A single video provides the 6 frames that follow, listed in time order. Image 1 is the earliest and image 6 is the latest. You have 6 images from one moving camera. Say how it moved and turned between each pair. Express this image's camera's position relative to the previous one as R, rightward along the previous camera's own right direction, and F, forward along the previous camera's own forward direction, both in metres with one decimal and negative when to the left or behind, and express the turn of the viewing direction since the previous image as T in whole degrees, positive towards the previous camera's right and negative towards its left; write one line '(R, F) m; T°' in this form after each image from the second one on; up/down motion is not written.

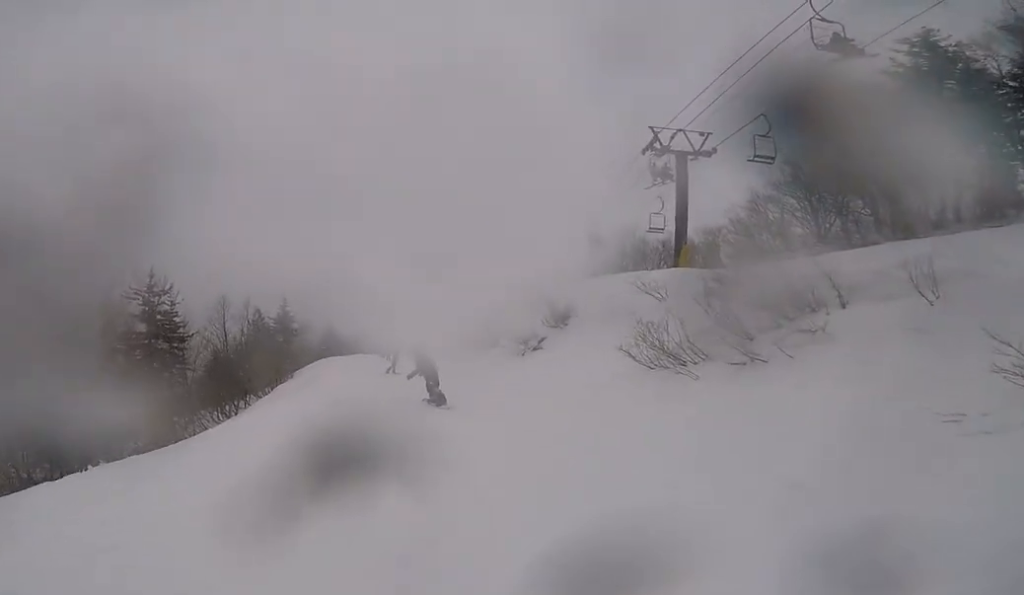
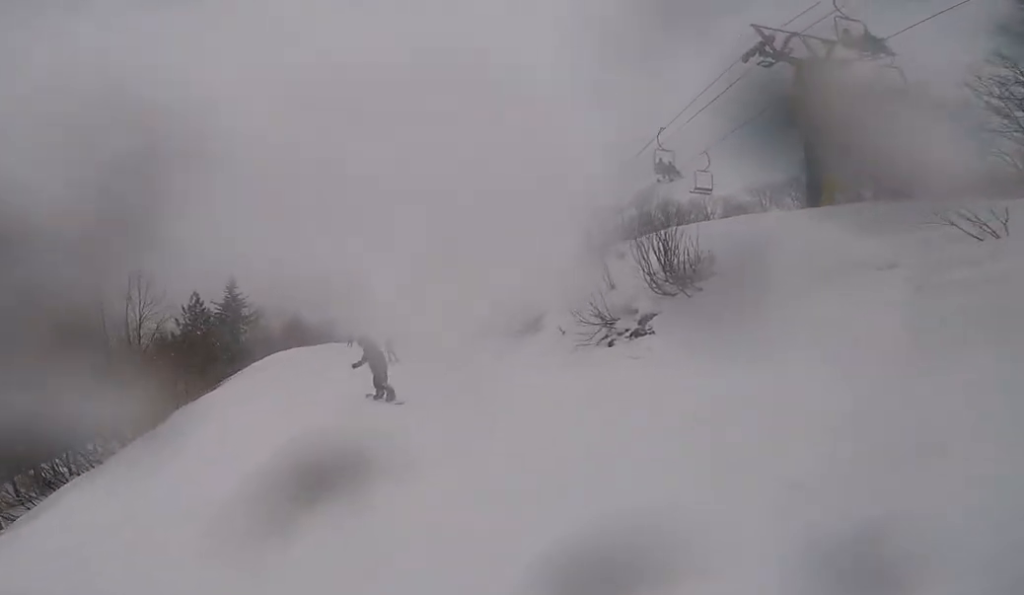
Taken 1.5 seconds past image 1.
(-1.9, +10.0) m; -17°
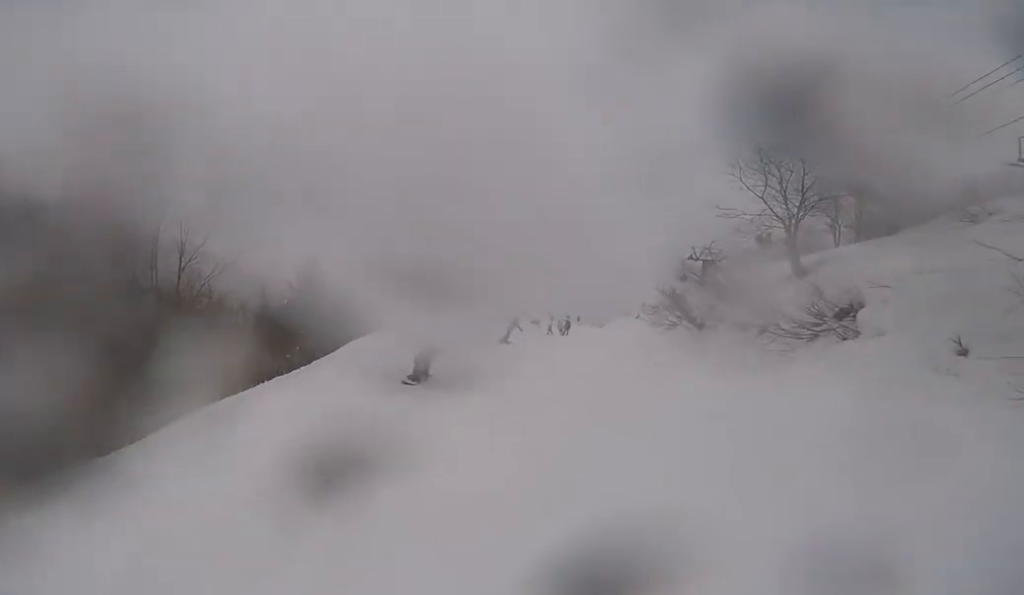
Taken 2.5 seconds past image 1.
(-0.1, +7.0) m; 0°
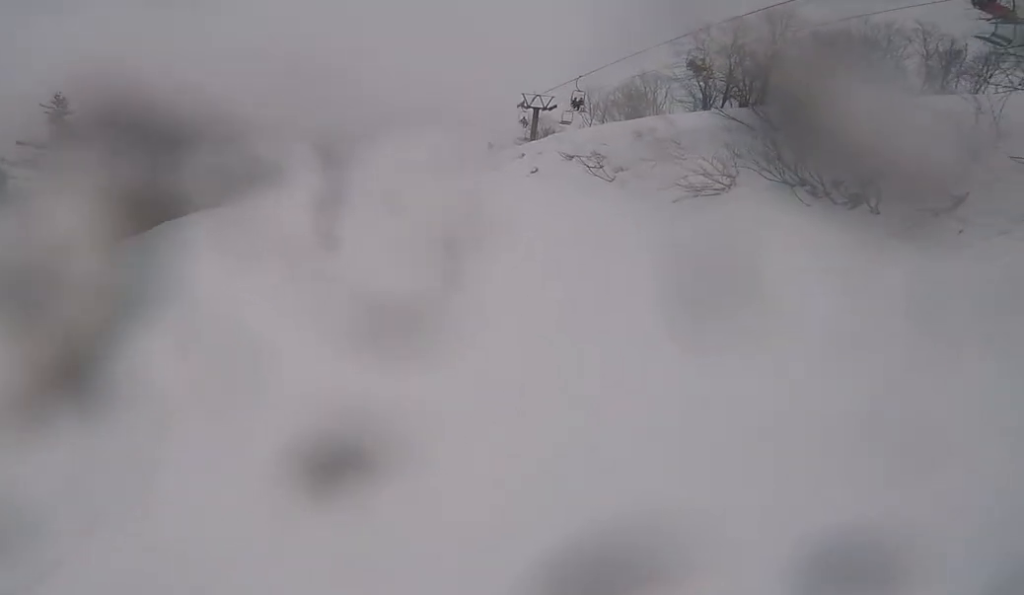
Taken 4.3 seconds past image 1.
(+1.6, +12.6) m; +8°
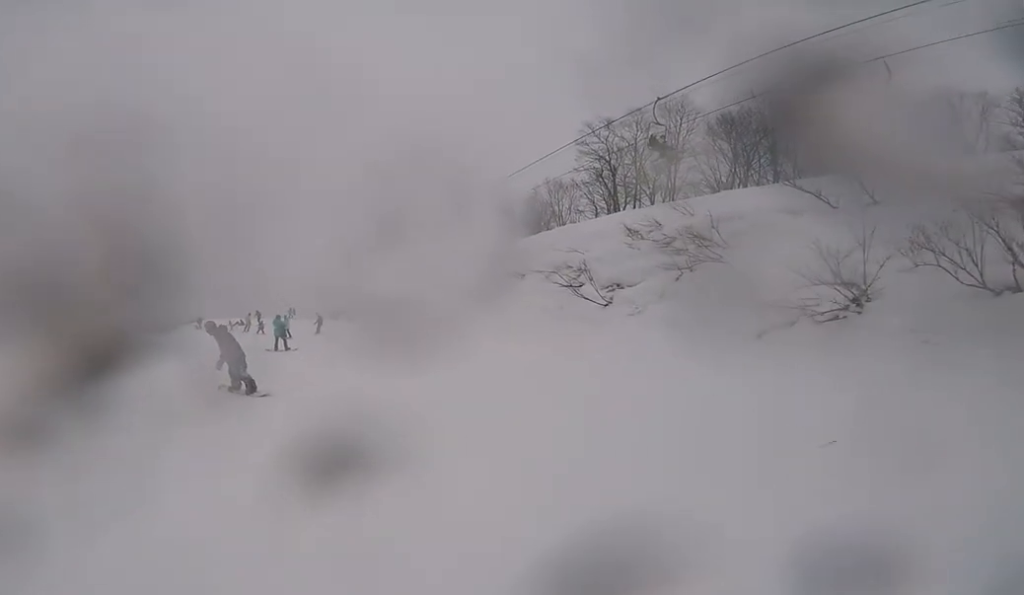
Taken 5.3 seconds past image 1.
(-0.5, +6.4) m; +6°
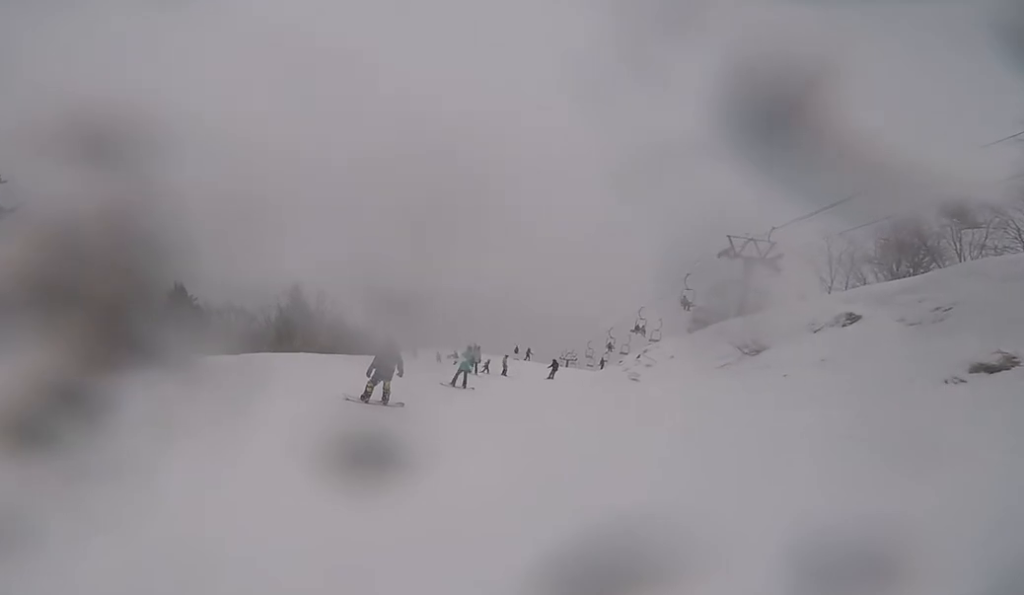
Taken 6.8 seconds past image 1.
(+1.3, +8.6) m; 0°
